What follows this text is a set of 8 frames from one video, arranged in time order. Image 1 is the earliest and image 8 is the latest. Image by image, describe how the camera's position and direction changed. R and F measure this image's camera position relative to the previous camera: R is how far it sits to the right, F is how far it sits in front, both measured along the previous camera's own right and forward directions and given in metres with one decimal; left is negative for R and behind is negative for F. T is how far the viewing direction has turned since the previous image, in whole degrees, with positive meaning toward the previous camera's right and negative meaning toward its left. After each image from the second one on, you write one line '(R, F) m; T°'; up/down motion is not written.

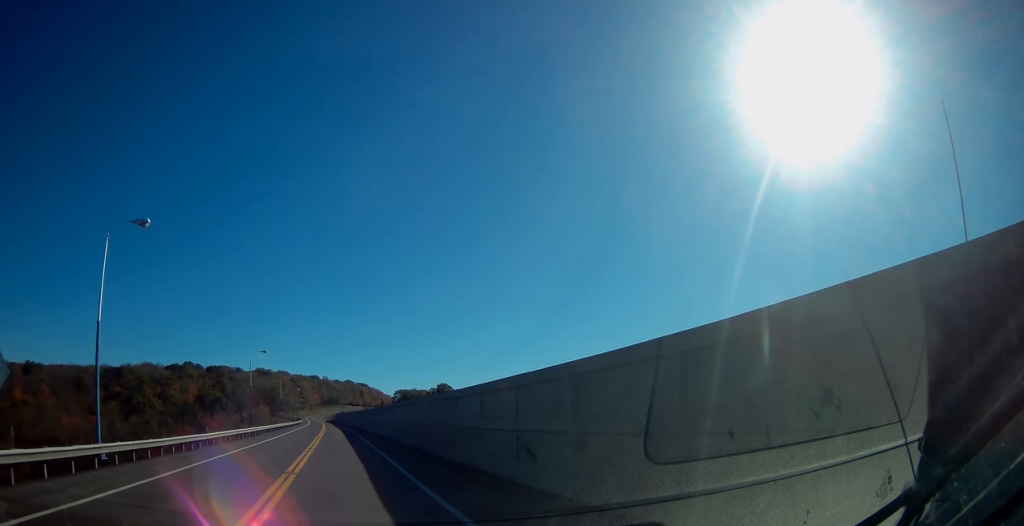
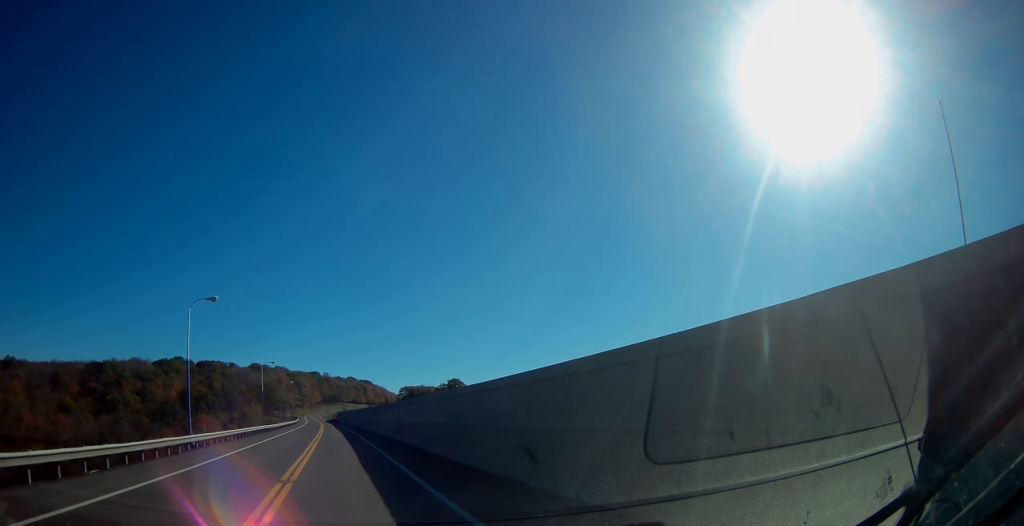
(-0.1, +27.7) m; -1°
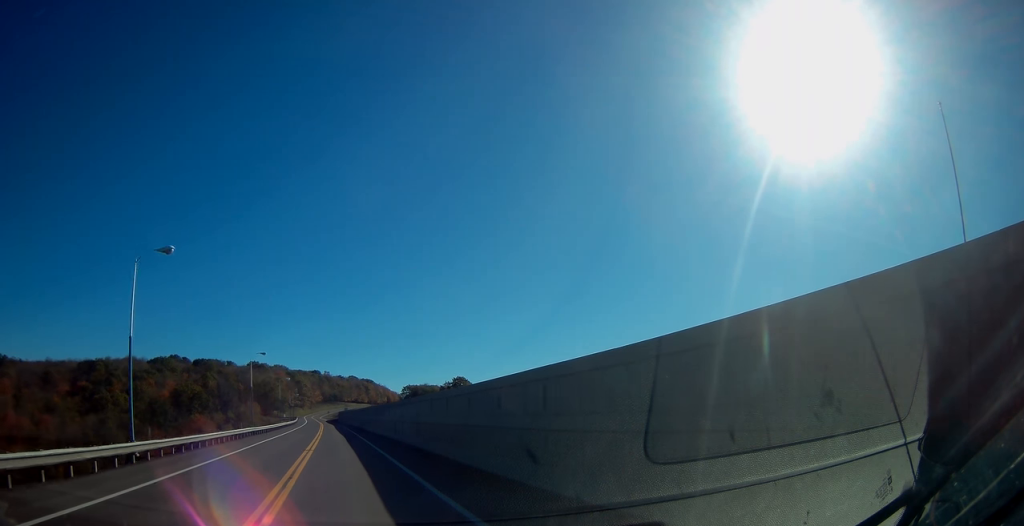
(0.0, +10.6) m; 0°
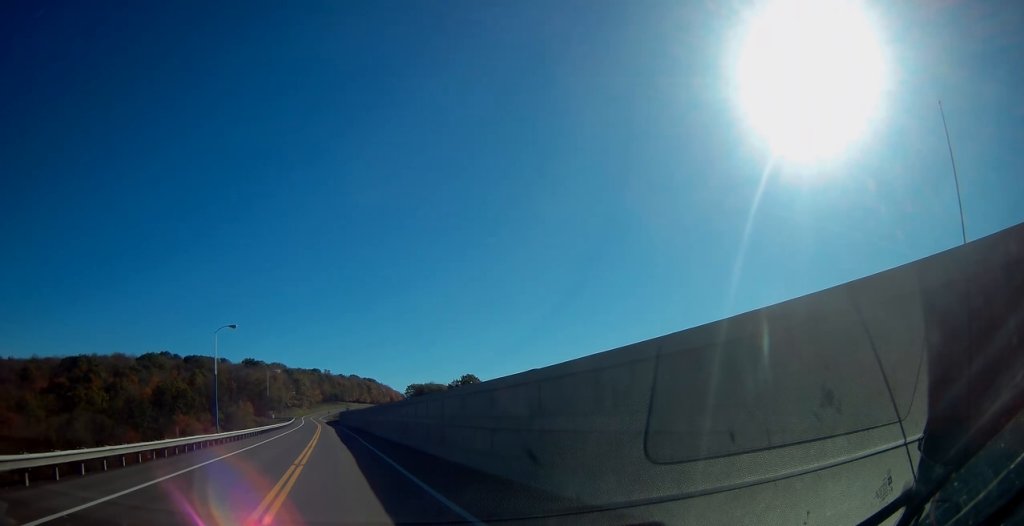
(-0.1, +19.9) m; 0°
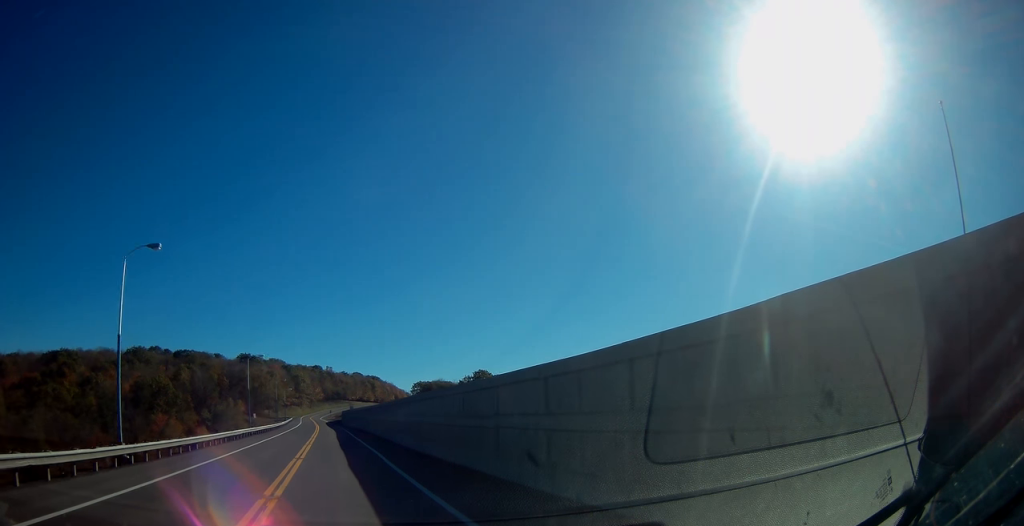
(+0.1, +21.3) m; 0°
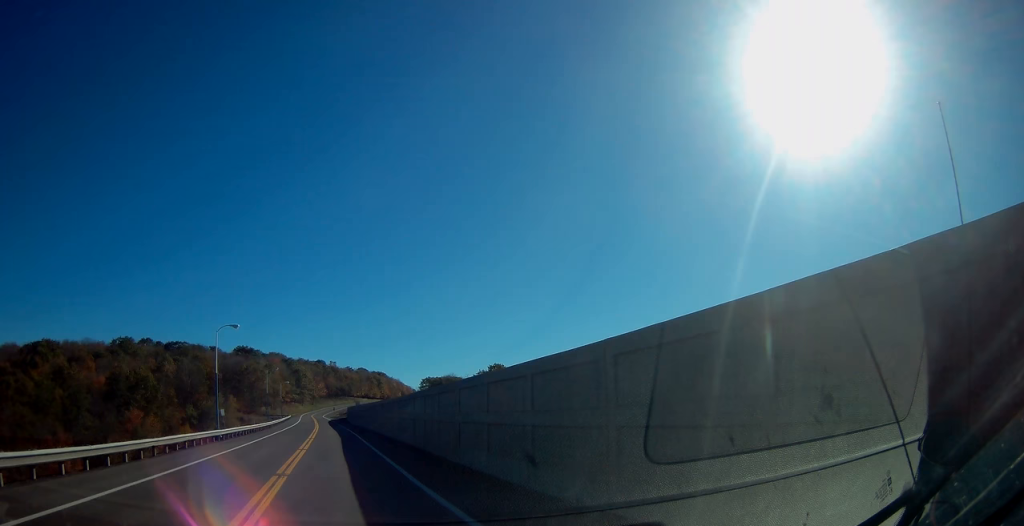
(-0.1, +19.9) m; -1°
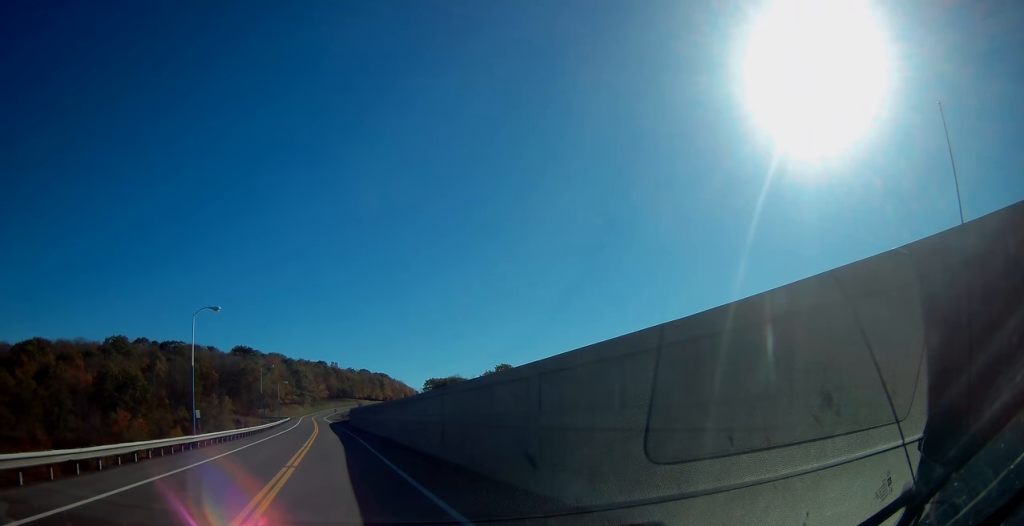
(0.0, +8.4) m; 0°
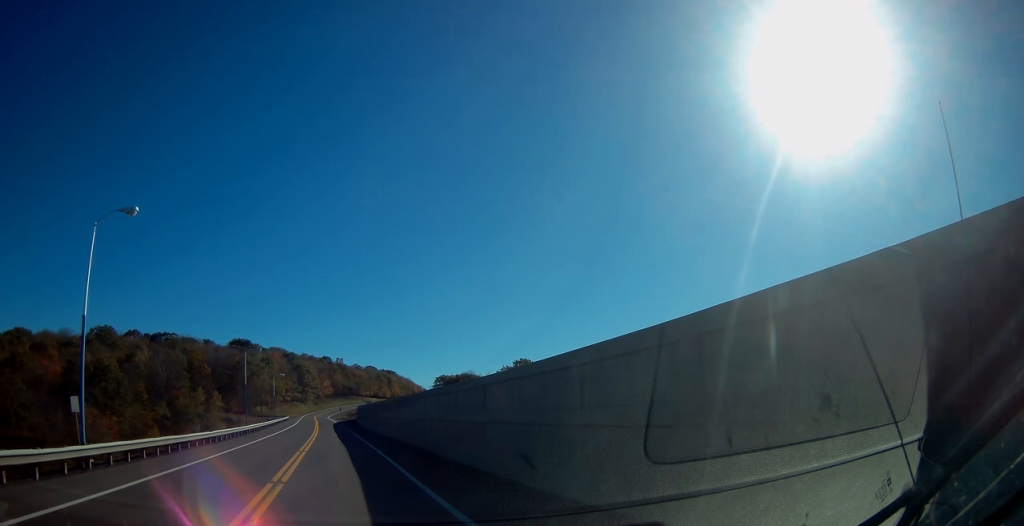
(0.0, +18.2) m; 0°
